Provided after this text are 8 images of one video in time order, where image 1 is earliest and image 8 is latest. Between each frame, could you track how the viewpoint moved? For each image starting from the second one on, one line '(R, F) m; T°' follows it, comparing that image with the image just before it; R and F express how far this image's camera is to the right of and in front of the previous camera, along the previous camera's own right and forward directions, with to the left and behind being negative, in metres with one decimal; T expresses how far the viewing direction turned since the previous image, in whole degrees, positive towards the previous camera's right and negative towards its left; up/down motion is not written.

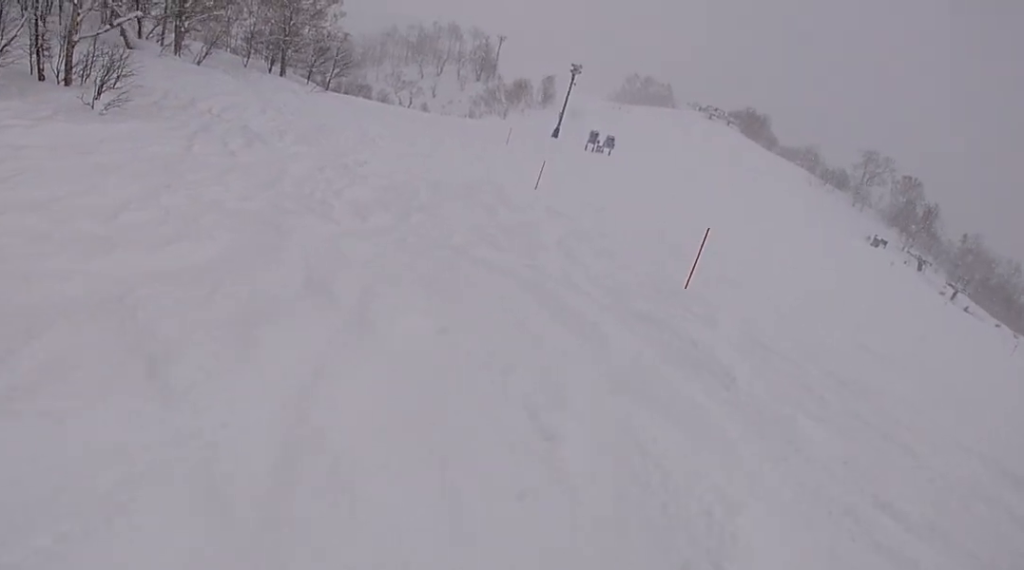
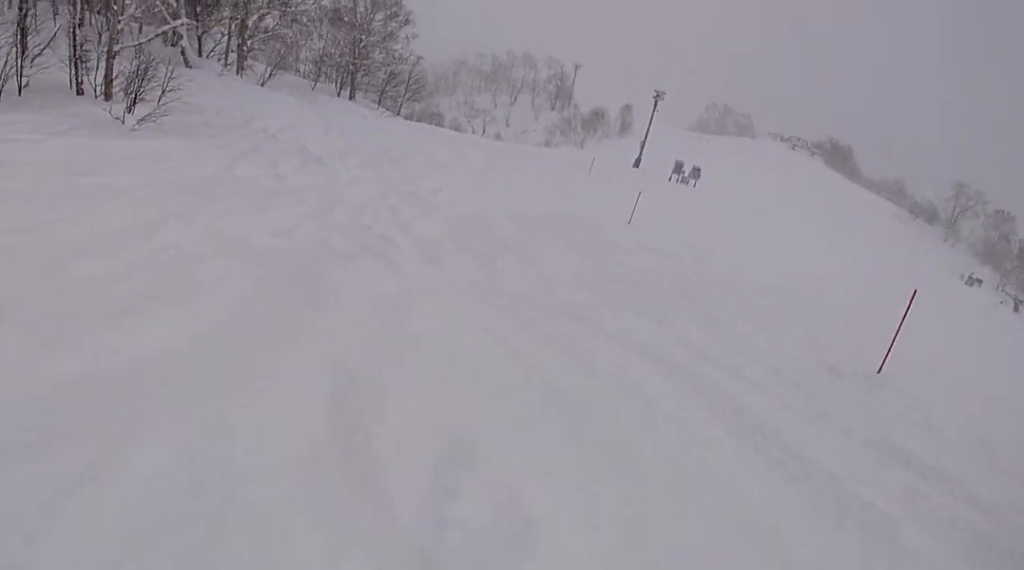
(-0.7, +3.9) m; -5°
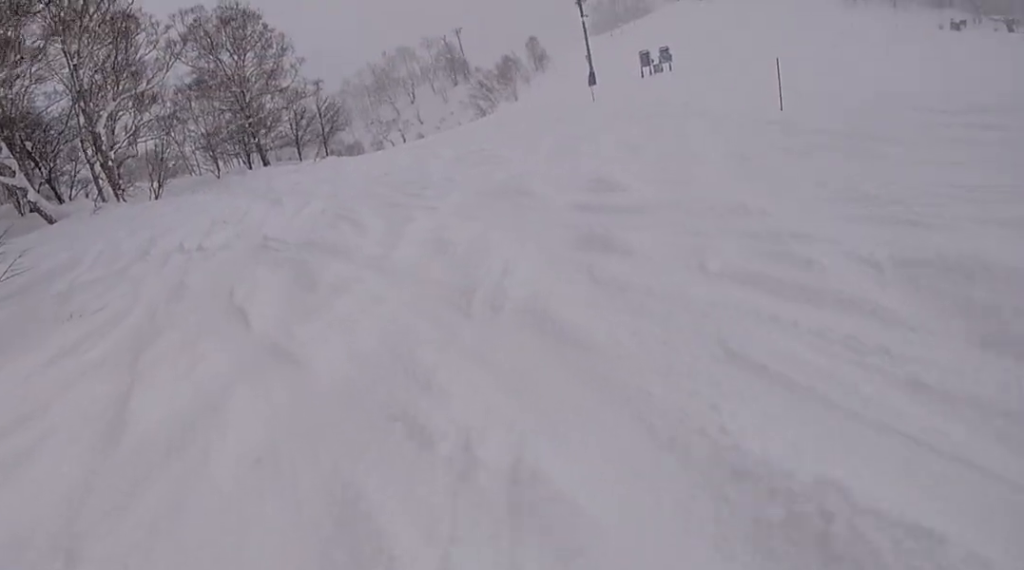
(+1.4, +13.4) m; +14°
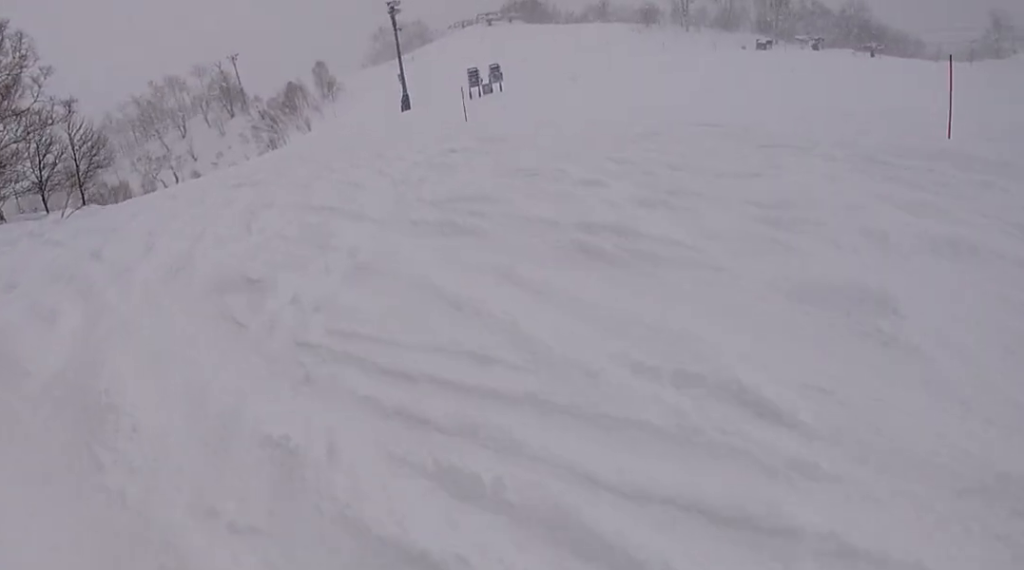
(+1.8, +12.0) m; +20°
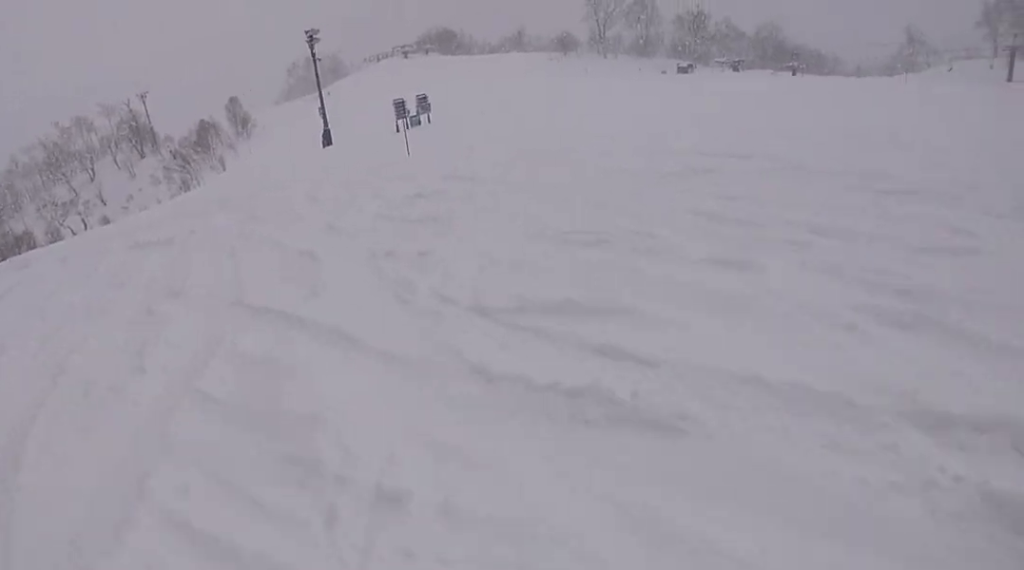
(+0.5, +4.1) m; +1°
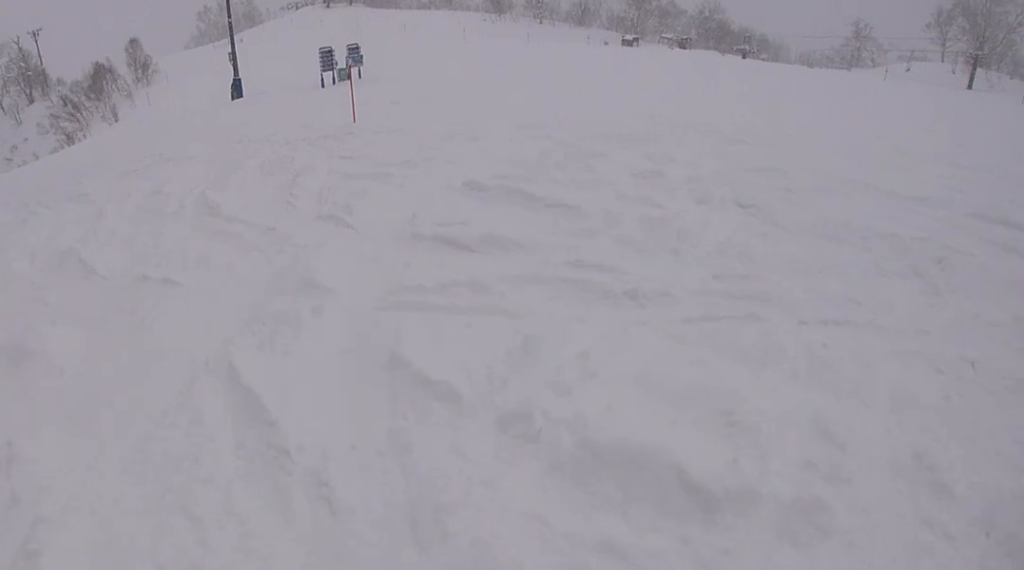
(+0.3, +7.3) m; -4°
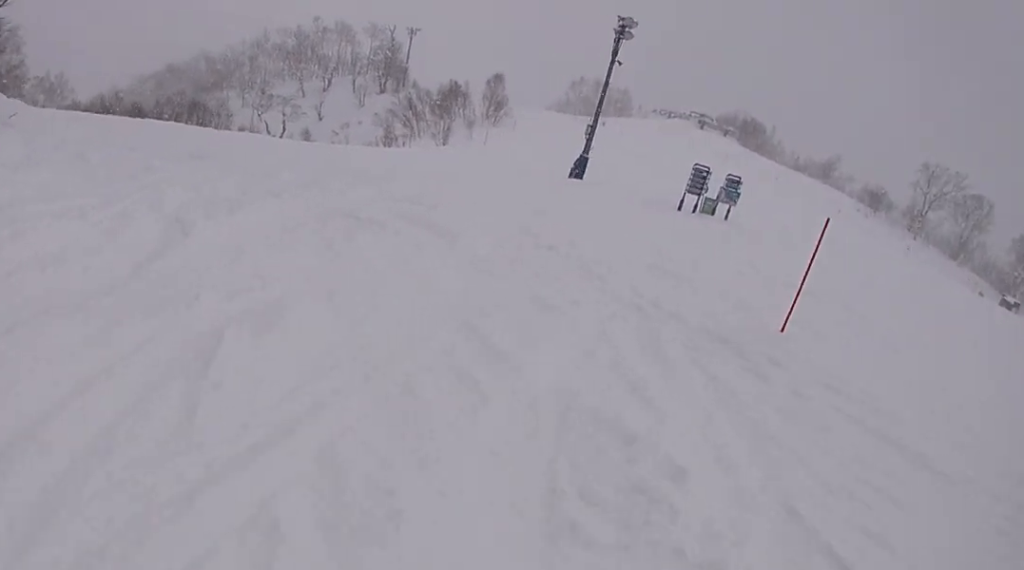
(-1.3, +8.9) m; -14°
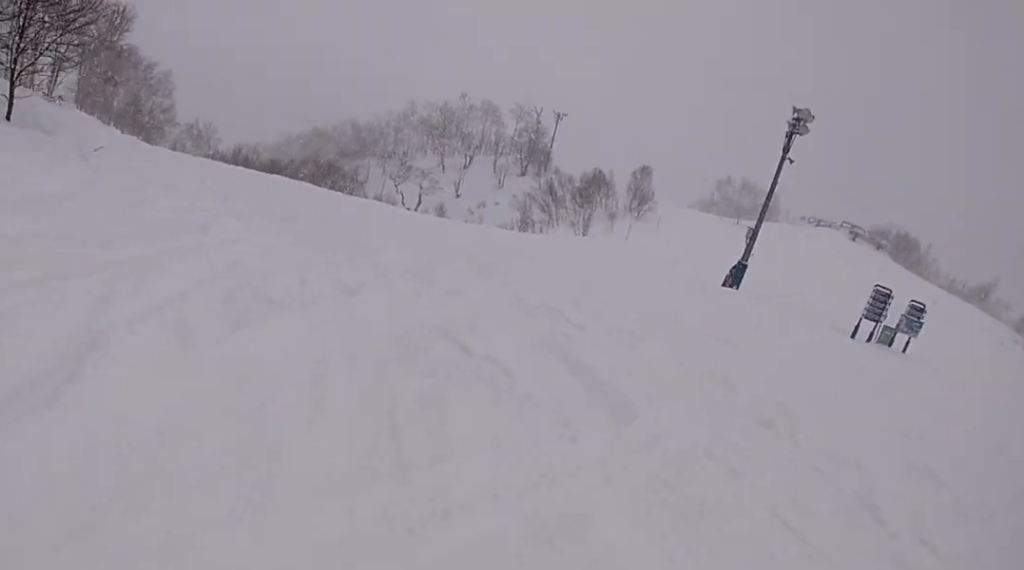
(-0.2, +4.2) m; -5°
